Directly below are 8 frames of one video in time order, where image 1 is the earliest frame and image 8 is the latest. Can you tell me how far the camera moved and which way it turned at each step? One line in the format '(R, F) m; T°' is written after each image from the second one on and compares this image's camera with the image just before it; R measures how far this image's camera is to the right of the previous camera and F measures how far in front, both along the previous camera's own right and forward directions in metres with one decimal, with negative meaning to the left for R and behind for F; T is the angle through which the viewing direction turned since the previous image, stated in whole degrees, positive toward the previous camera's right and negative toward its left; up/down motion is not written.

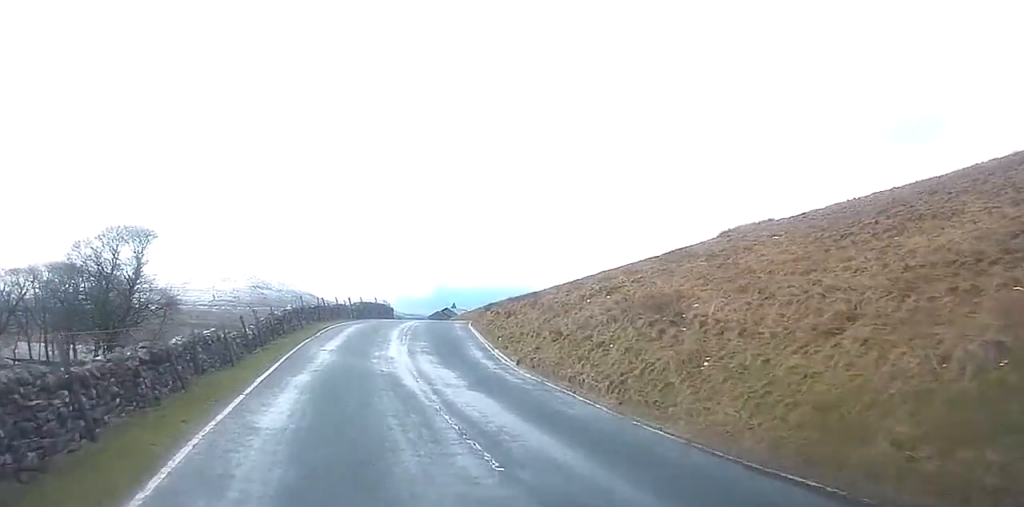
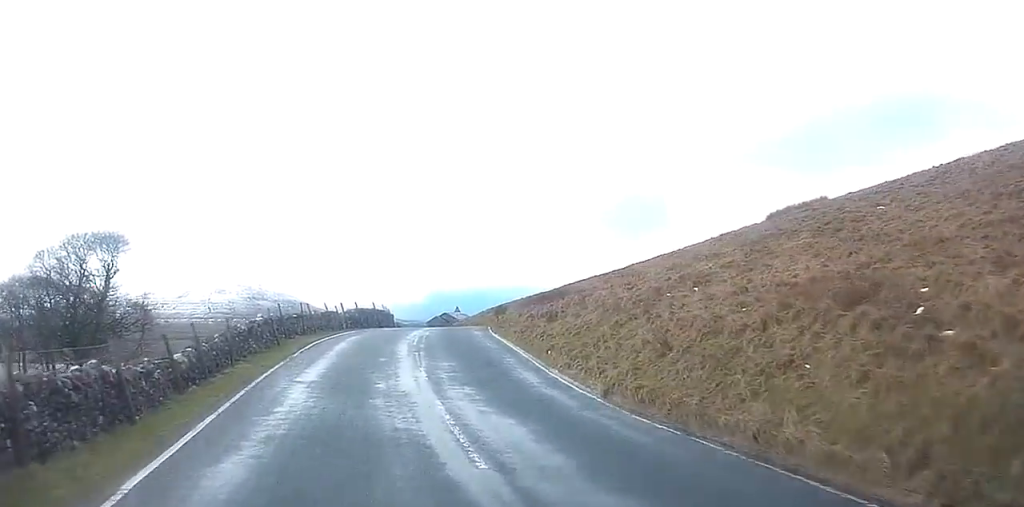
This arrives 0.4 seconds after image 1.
(-0.2, +8.1) m; -1°
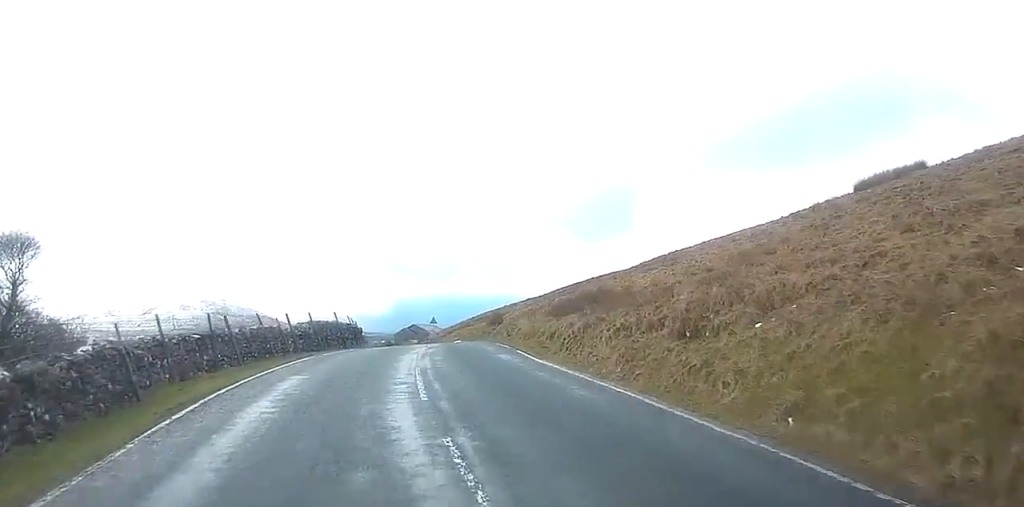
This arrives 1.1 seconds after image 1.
(0.0, +14.0) m; +1°
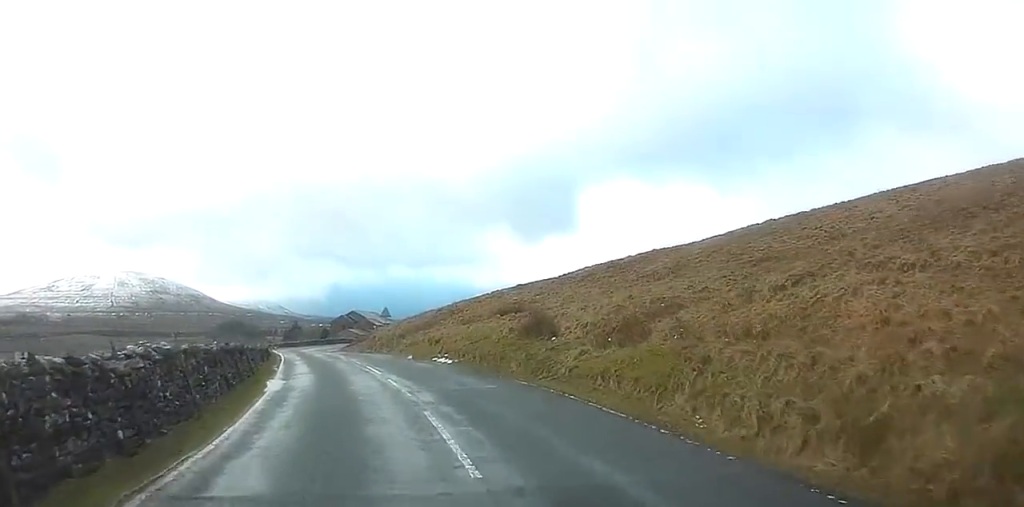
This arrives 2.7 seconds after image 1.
(+0.5, +31.3) m; +1°
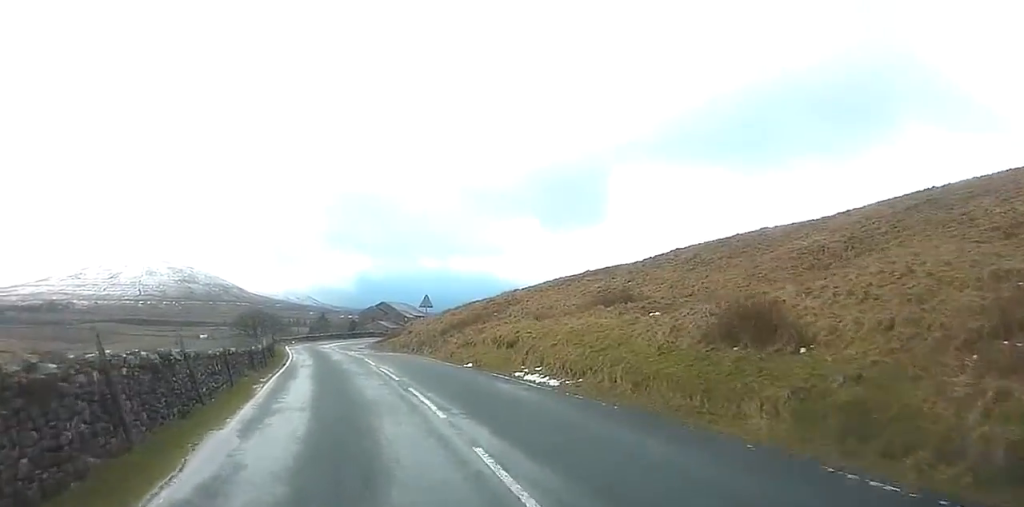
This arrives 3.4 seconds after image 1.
(-0.1, +13.5) m; -1°
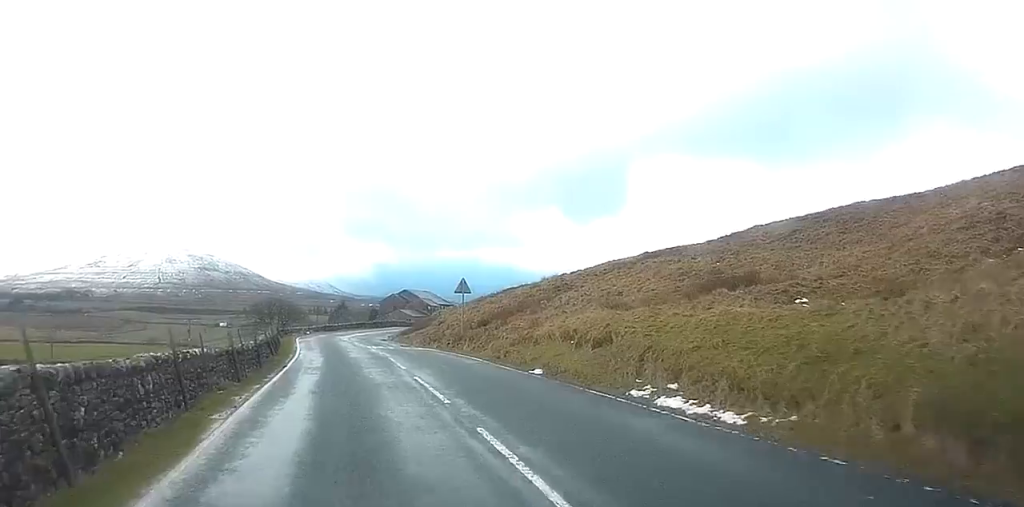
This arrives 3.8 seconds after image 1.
(0.0, +8.2) m; -1°
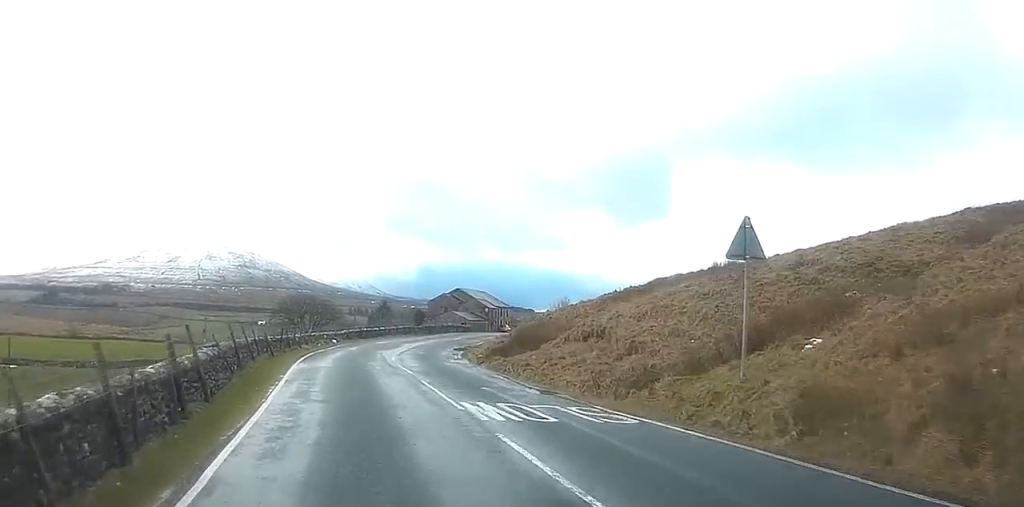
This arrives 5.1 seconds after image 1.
(-0.5, +26.5) m; -1°
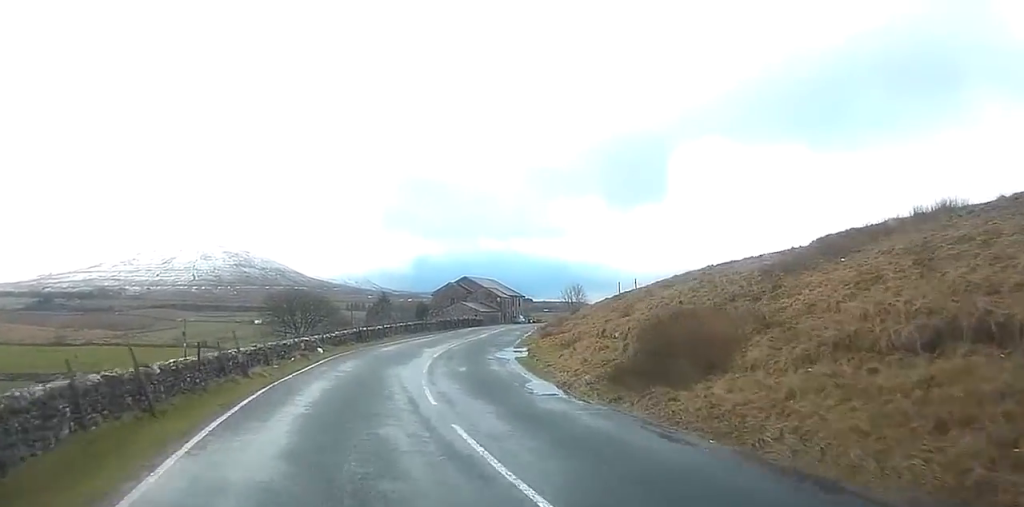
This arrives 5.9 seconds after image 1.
(0.0, +17.1) m; +1°
